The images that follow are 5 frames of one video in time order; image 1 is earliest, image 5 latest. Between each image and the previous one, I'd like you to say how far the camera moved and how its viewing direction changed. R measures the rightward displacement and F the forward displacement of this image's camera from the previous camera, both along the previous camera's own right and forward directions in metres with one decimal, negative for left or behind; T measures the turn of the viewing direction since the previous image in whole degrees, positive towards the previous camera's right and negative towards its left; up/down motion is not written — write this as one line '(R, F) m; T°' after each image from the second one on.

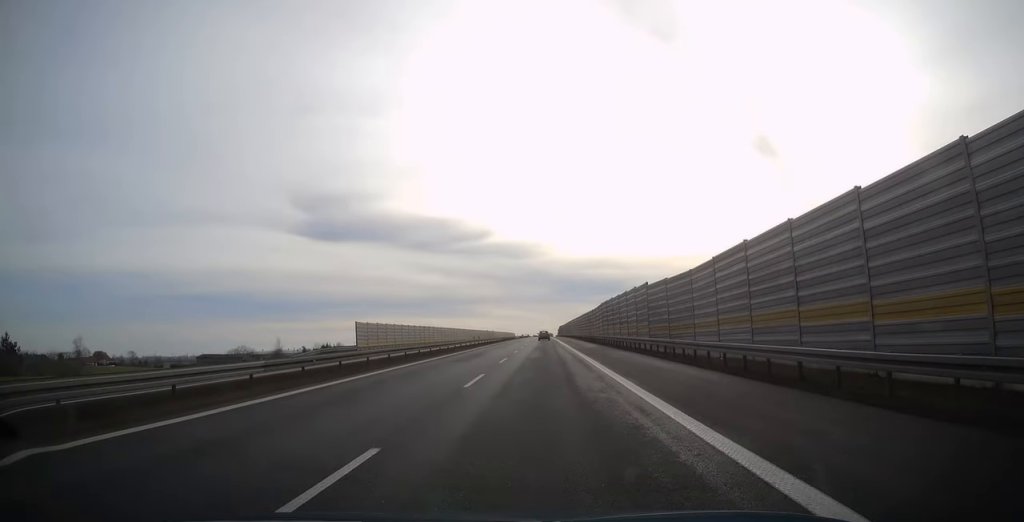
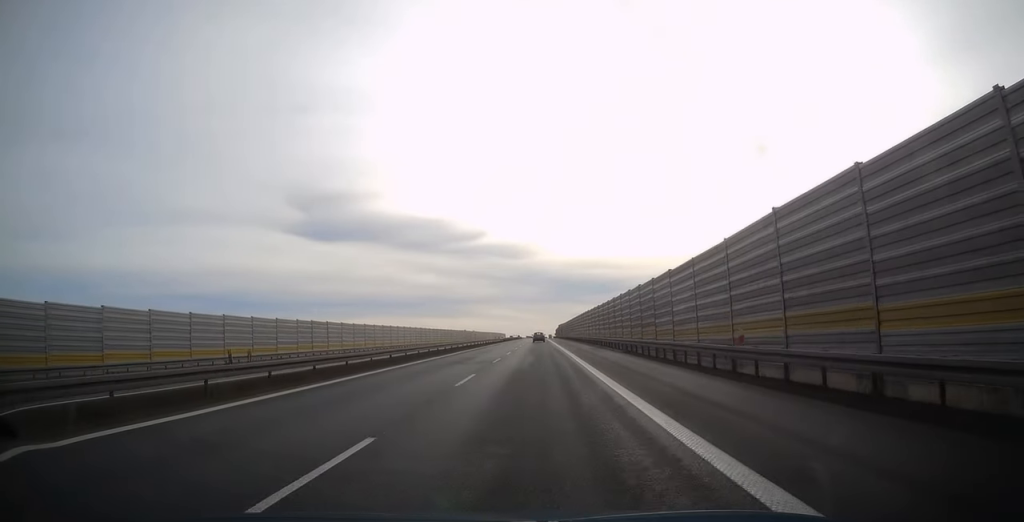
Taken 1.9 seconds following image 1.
(+0.1, +57.8) m; 0°
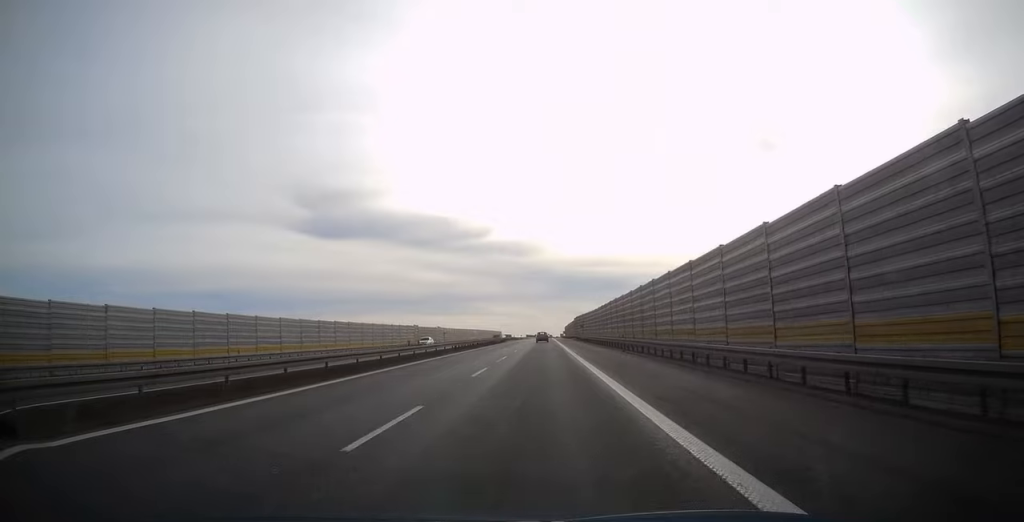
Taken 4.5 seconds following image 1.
(-0.4, +78.5) m; 0°
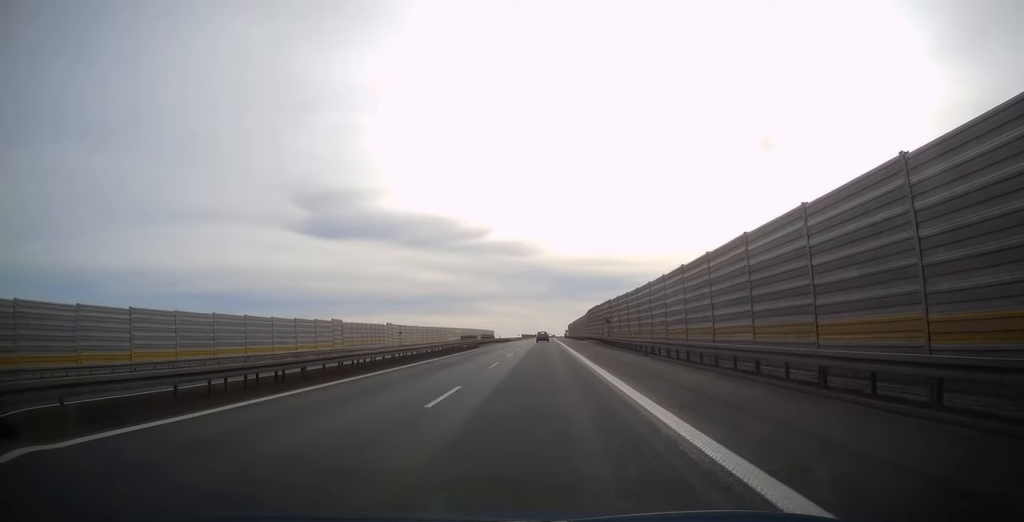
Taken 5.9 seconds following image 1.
(0.0, +42.7) m; 0°
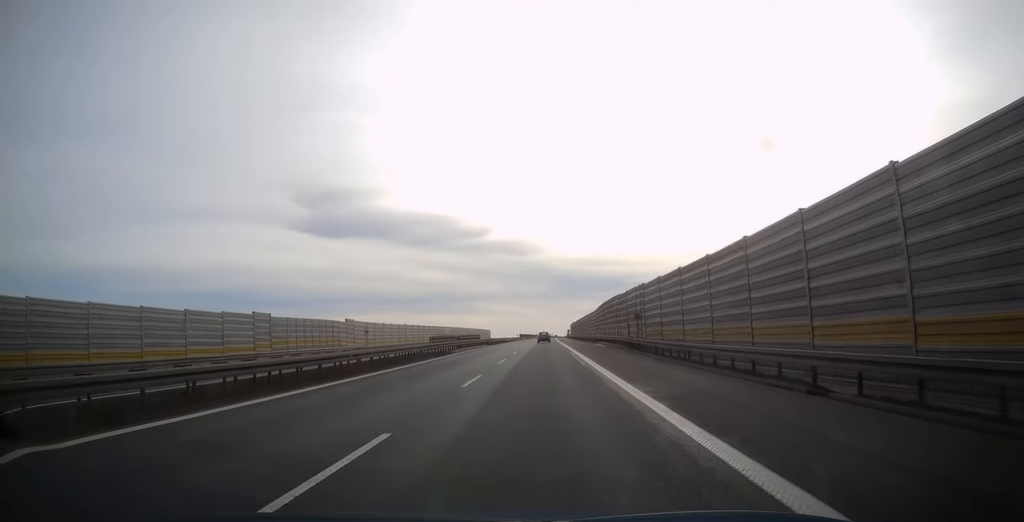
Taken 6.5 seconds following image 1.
(-0.1, +19.4) m; 0°
